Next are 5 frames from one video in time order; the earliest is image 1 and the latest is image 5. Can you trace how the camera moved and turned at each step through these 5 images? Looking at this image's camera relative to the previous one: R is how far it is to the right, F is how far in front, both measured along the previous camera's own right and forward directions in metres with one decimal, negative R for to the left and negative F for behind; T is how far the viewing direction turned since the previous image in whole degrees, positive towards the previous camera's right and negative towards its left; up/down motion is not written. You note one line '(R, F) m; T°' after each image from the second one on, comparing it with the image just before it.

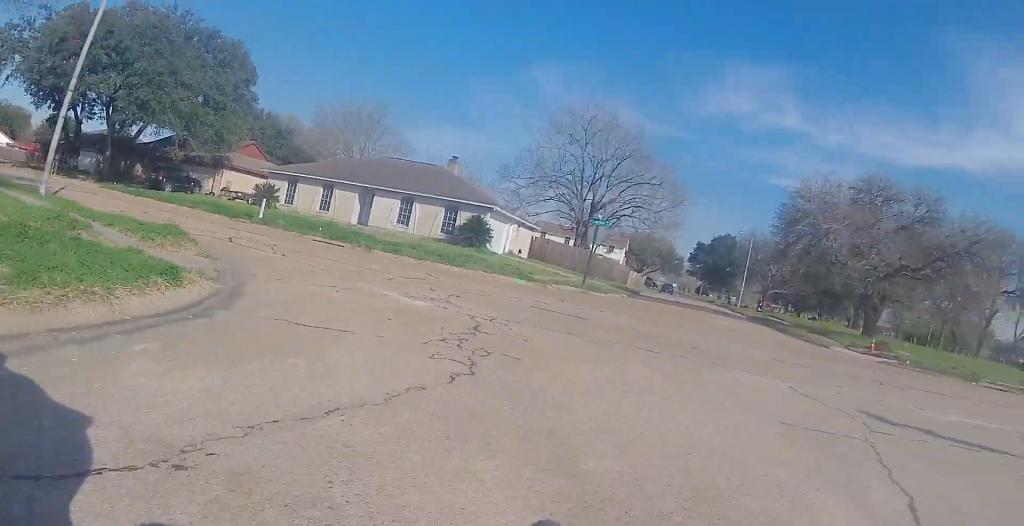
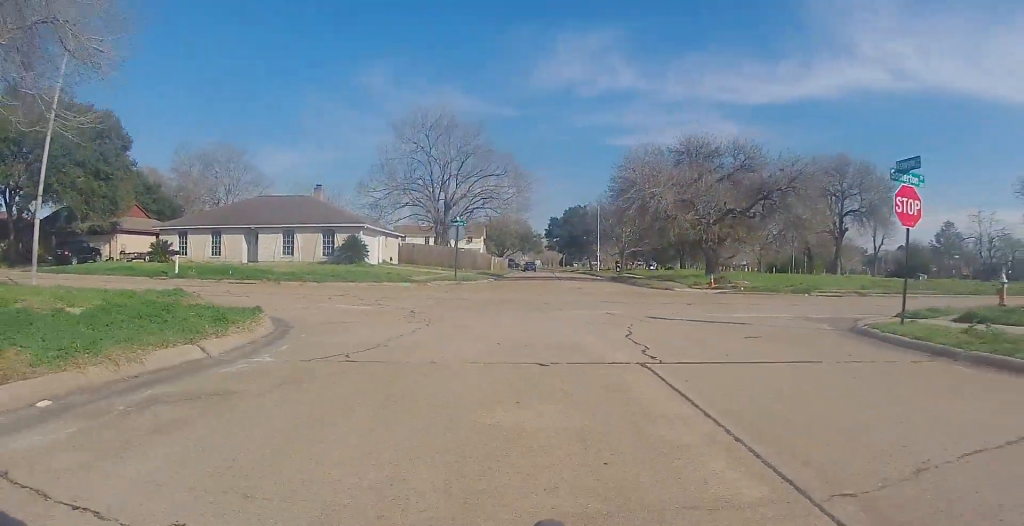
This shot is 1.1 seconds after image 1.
(+0.2, +5.3) m; +21°
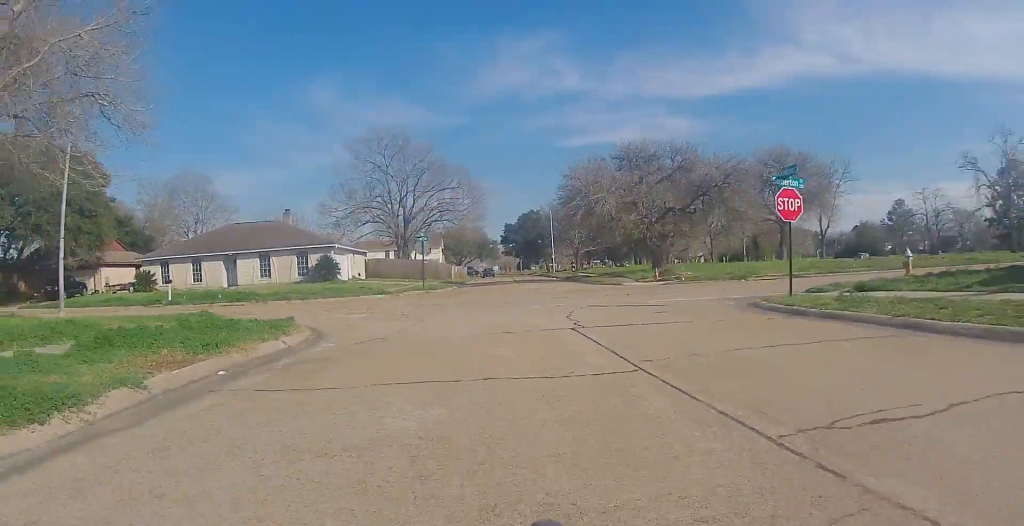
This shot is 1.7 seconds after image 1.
(+1.0, +2.9) m; +13°
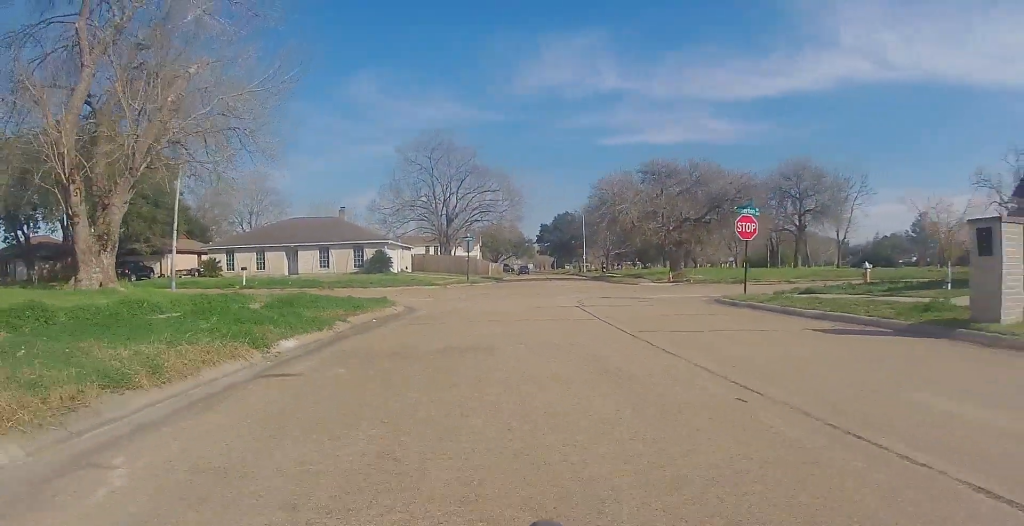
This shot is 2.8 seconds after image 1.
(+0.8, +5.2) m; +4°
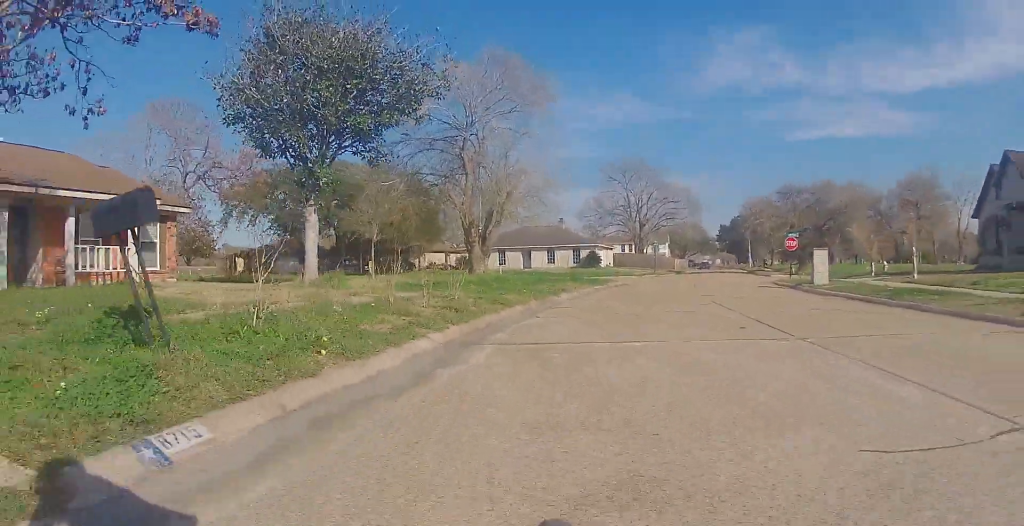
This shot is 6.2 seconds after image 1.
(-3.8, +16.1) m; -27°
